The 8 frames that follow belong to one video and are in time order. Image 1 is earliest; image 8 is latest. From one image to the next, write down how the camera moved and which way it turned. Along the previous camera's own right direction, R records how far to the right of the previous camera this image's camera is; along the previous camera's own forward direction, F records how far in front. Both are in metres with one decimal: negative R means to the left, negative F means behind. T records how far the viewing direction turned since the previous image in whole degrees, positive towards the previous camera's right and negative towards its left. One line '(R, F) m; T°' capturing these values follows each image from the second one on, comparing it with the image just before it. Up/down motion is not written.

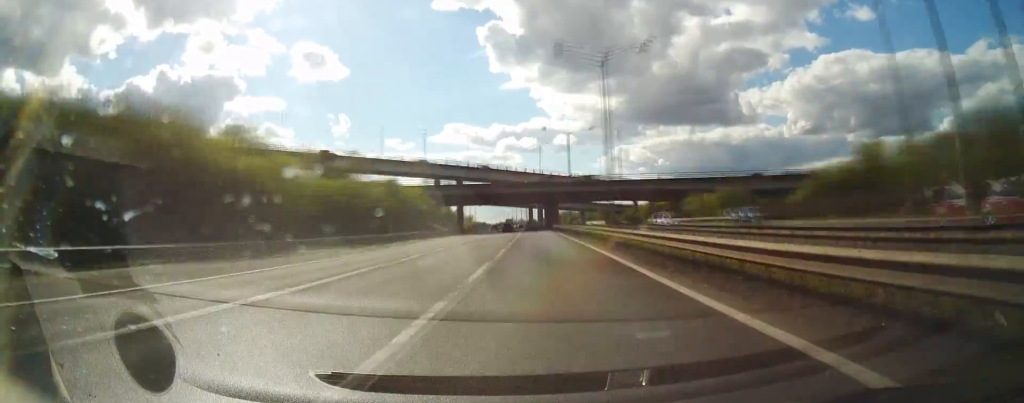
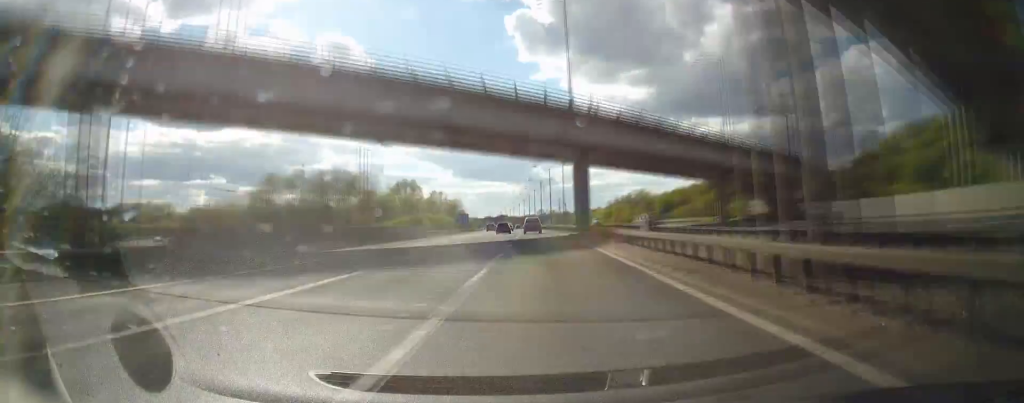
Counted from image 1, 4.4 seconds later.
(-2.4, +148.3) m; -2°
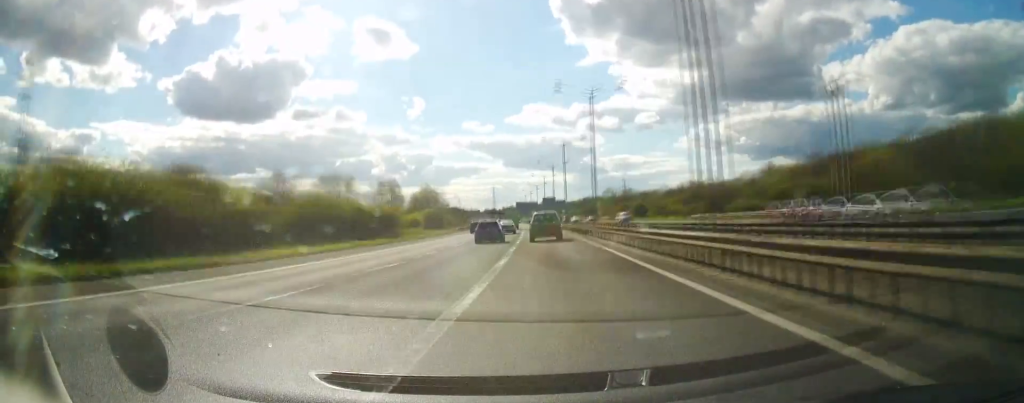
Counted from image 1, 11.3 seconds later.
(-9.7, +222.7) m; -5°
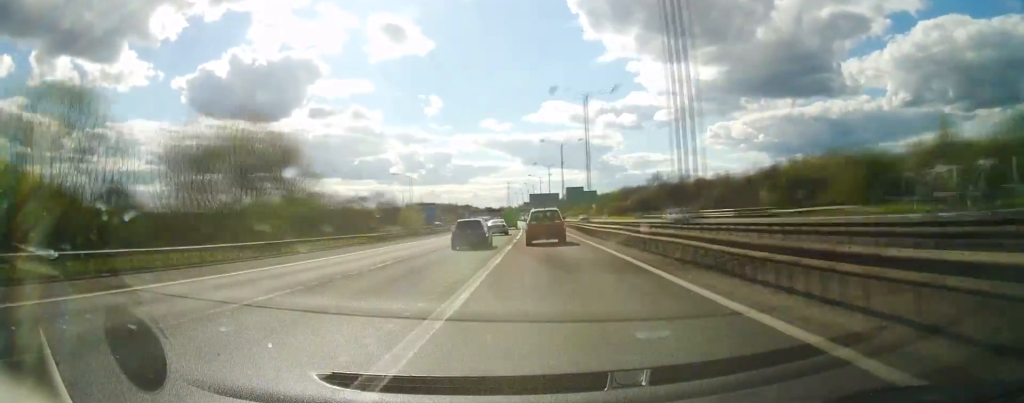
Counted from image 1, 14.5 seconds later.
(-1.7, +107.1) m; -2°
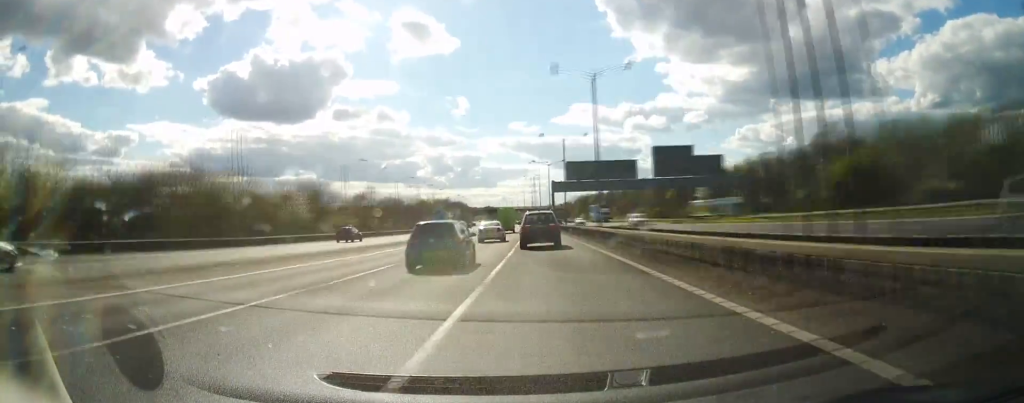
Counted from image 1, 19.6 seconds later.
(-4.1, +160.6) m; -3°
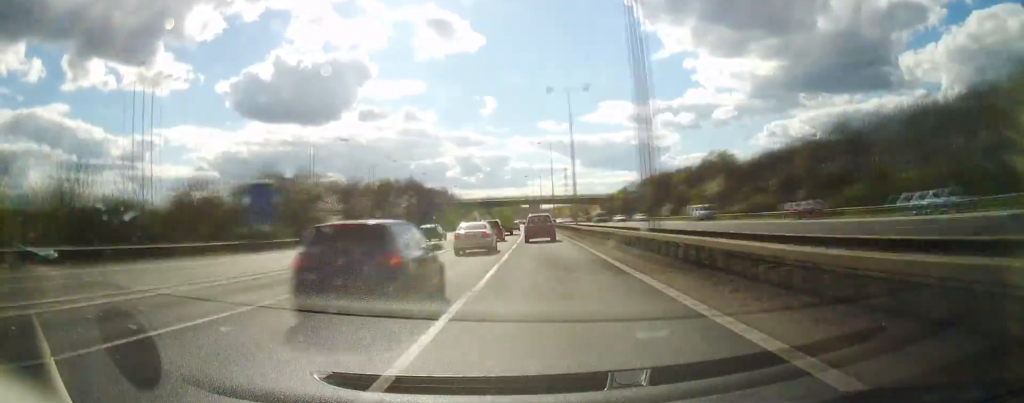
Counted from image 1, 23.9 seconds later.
(-3.0, +132.8) m; -3°
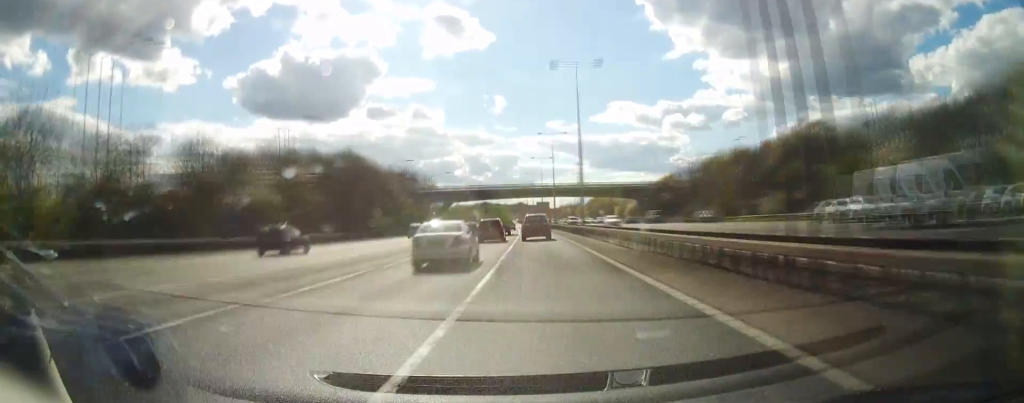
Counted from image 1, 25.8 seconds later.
(-0.8, +58.4) m; -1°
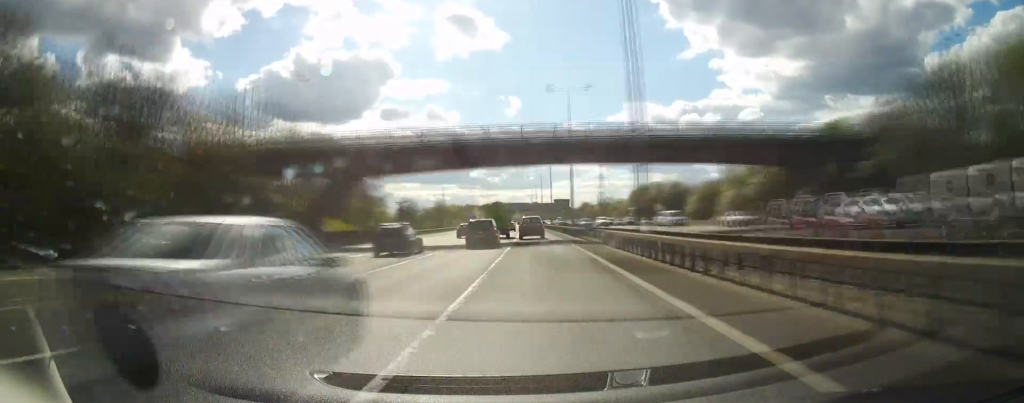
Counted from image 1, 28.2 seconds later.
(-1.0, +76.4) m; -1°
